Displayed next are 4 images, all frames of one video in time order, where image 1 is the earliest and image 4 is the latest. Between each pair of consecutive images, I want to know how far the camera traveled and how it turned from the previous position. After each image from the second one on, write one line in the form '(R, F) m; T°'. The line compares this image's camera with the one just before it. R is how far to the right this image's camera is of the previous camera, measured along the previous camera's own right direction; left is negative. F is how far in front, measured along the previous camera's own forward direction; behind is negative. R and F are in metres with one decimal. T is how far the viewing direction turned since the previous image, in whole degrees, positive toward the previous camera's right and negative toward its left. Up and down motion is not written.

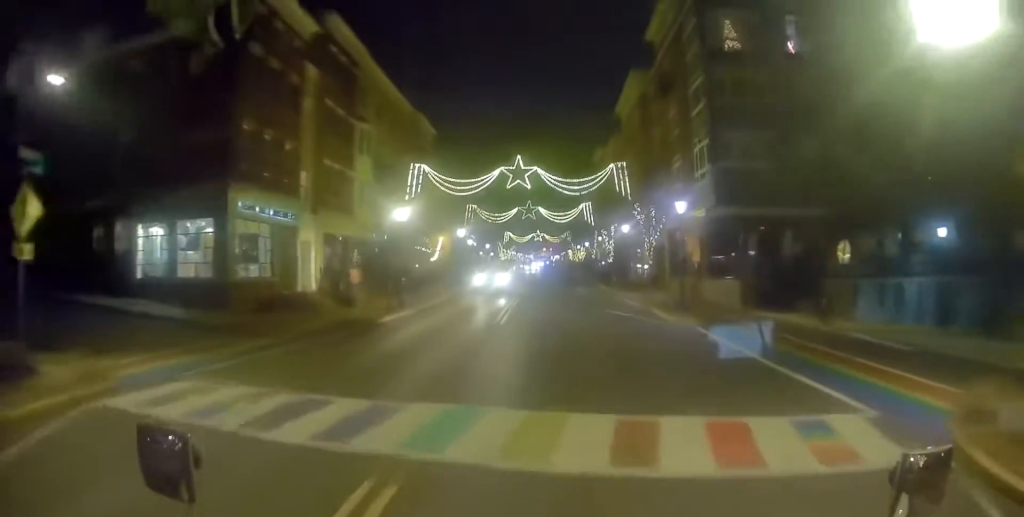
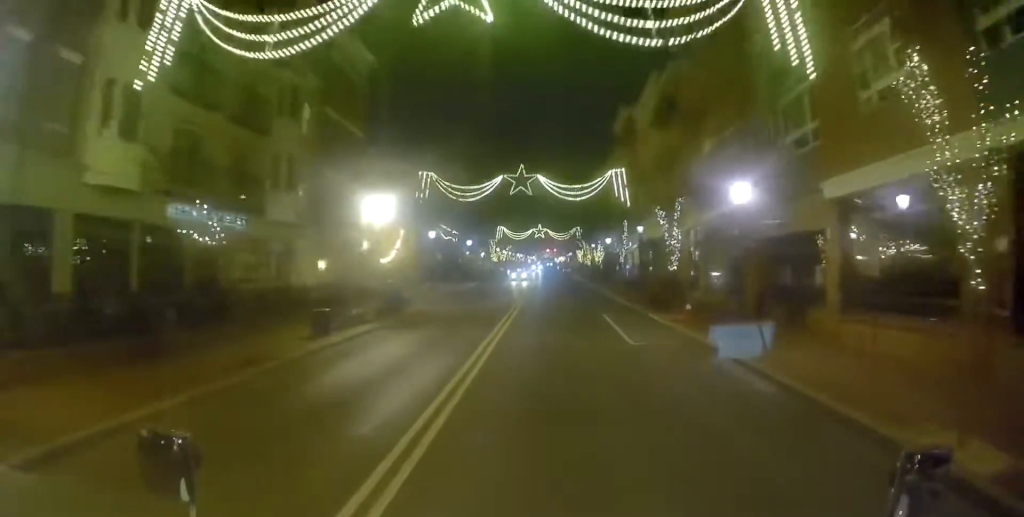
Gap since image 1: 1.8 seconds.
(+0.1, +22.9) m; +3°
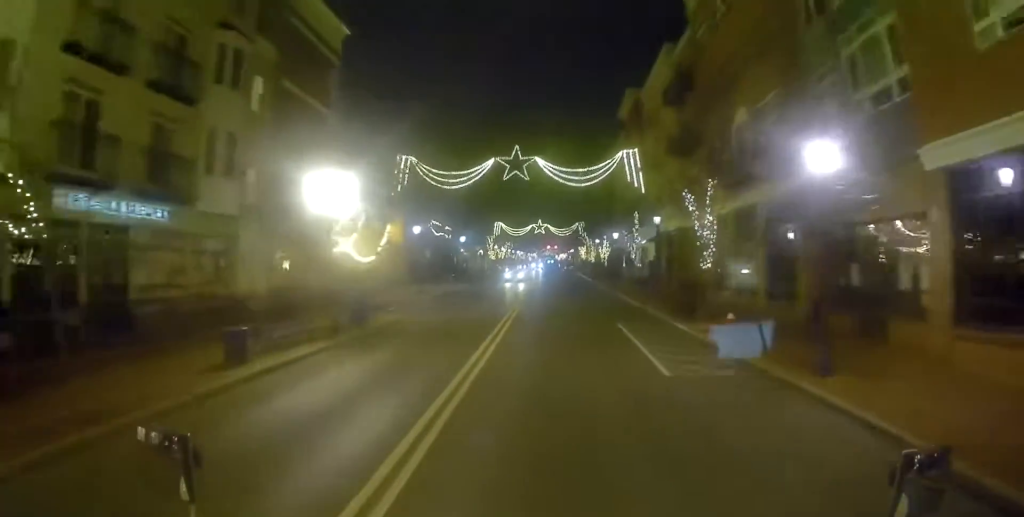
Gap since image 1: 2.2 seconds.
(+0.2, +5.2) m; +1°
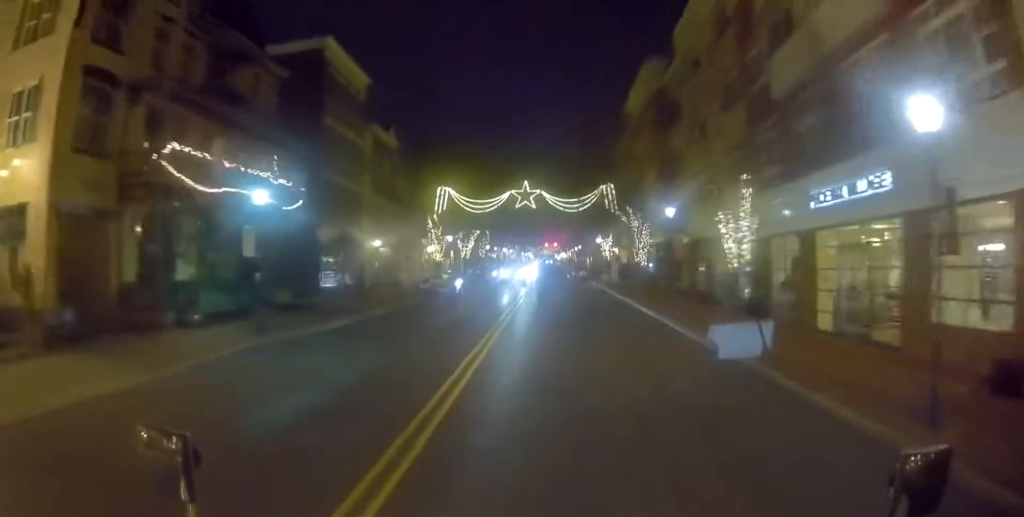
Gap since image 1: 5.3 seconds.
(-0.3, +39.8) m; -1°
